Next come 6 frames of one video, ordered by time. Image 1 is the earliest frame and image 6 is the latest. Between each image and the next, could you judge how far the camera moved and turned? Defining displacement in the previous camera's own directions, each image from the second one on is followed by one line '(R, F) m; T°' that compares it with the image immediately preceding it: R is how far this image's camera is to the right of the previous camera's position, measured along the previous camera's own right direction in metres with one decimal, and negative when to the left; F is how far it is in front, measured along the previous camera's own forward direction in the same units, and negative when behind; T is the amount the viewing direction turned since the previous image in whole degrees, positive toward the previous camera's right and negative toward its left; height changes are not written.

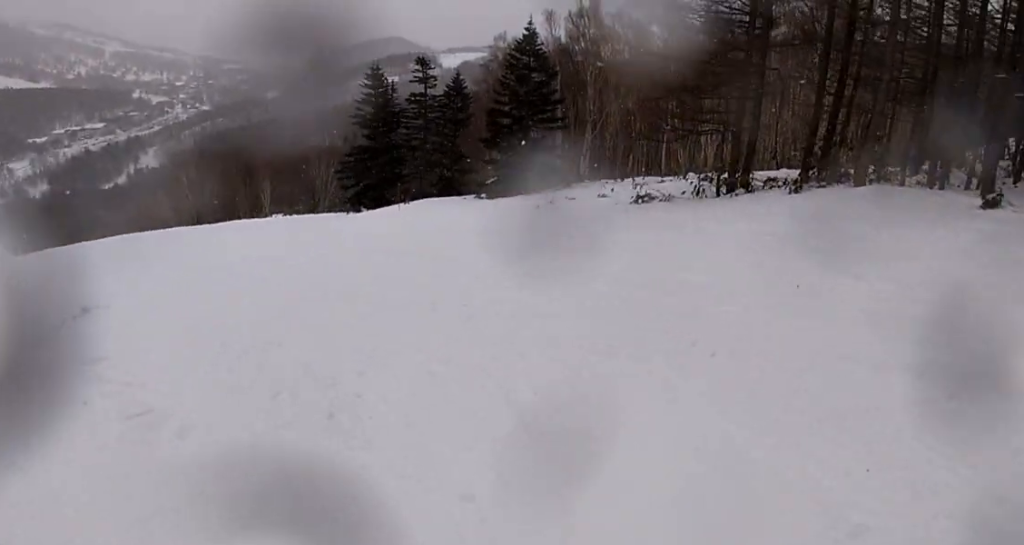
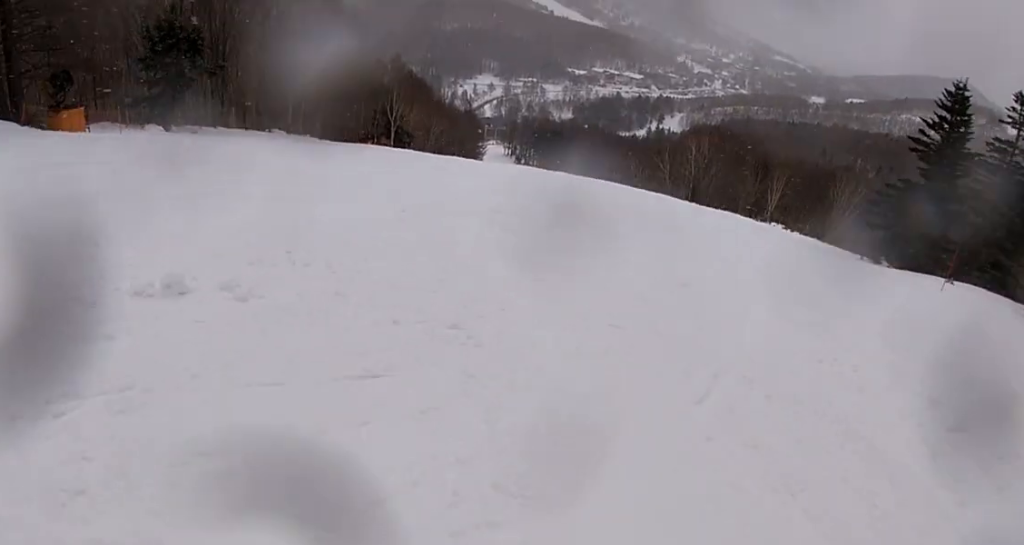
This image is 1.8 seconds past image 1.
(-4.7, +8.3) m; -49°
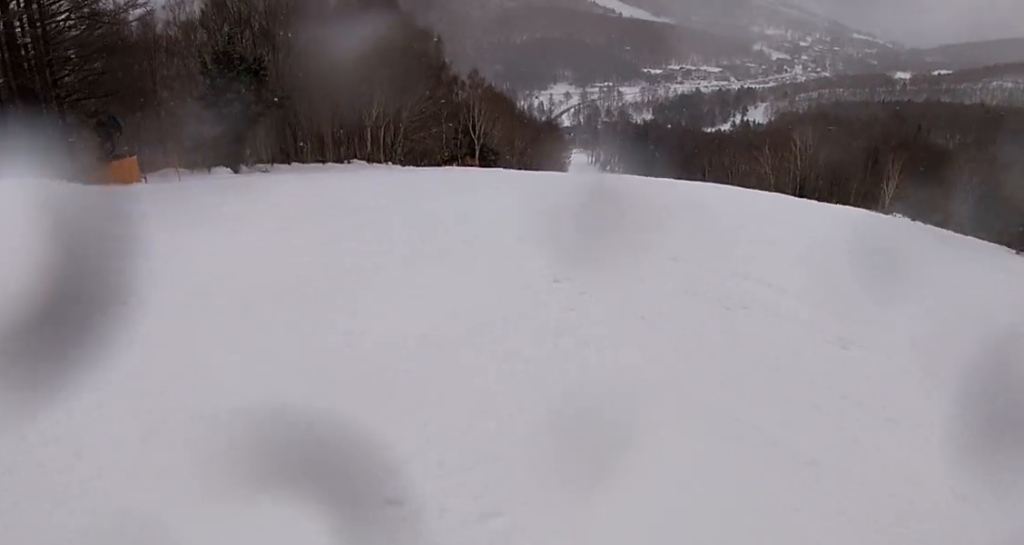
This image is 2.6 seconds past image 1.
(-0.6, +4.7) m; 0°
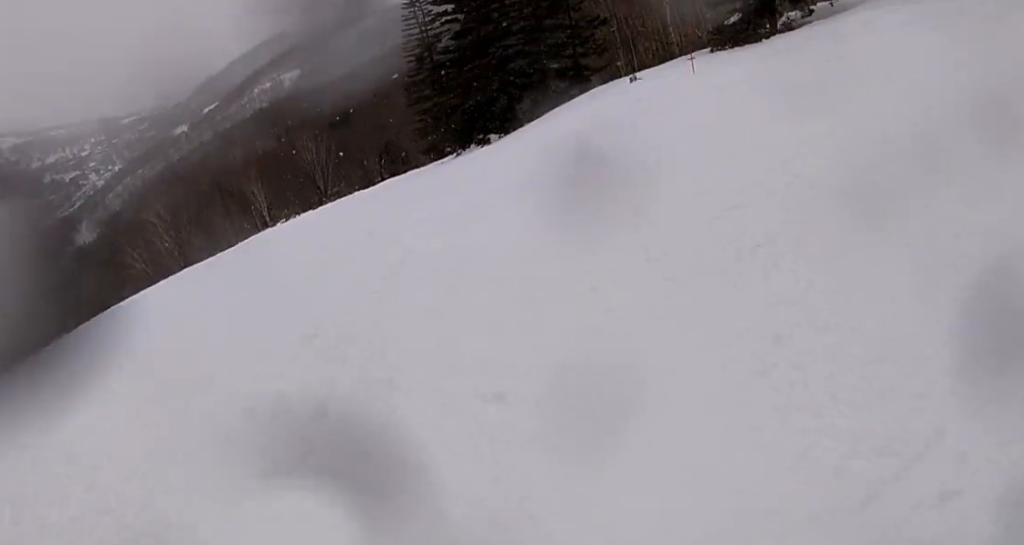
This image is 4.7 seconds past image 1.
(+6.0, +10.5) m; +63°
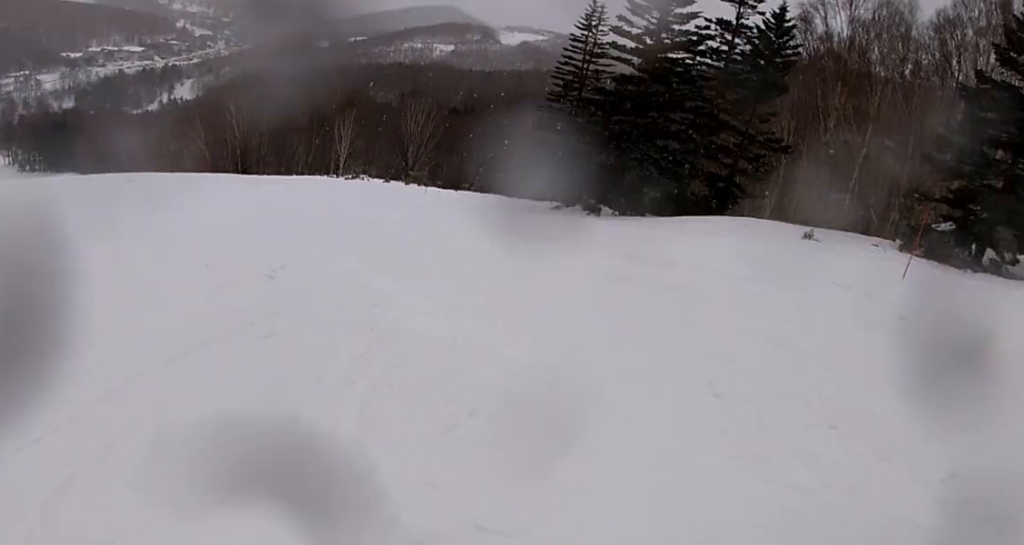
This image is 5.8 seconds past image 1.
(+1.0, +5.9) m; -17°
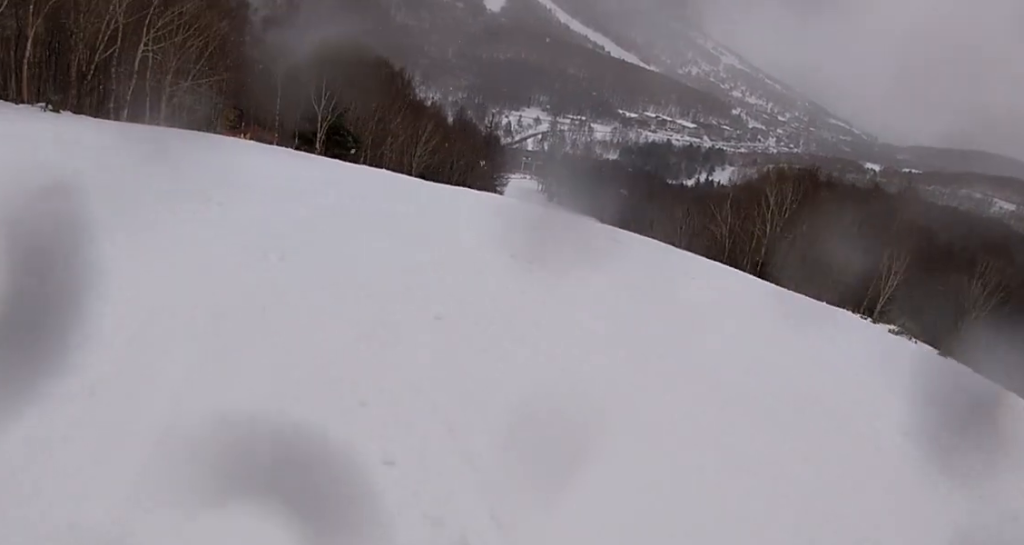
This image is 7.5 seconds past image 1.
(-5.8, +9.1) m; -57°
